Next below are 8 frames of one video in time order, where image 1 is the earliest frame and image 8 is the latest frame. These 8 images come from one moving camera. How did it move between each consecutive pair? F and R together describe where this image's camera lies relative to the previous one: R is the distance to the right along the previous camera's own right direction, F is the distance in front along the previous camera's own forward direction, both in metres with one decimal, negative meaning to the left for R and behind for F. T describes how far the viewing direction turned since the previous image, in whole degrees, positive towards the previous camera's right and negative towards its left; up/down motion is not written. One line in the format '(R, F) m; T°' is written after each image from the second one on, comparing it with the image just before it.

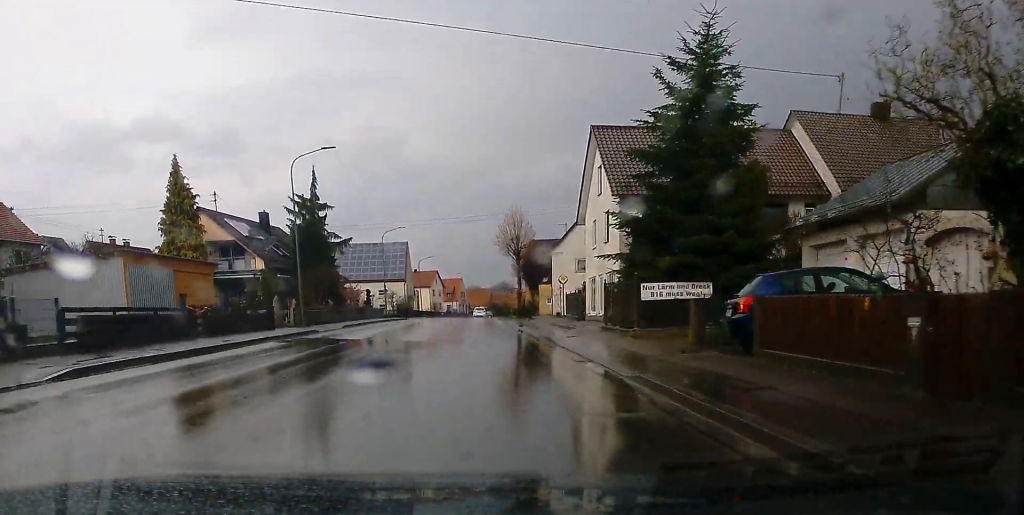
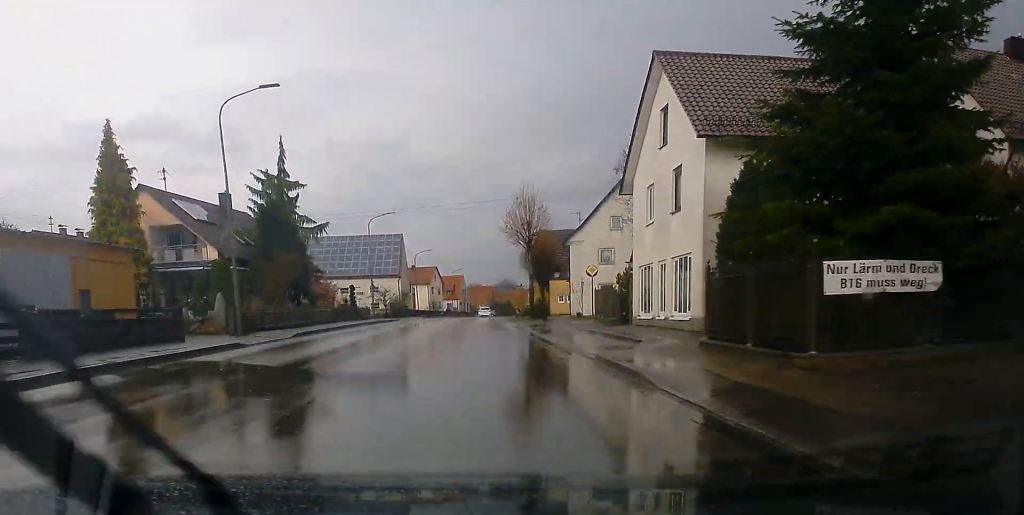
(-0.2, +11.4) m; 0°
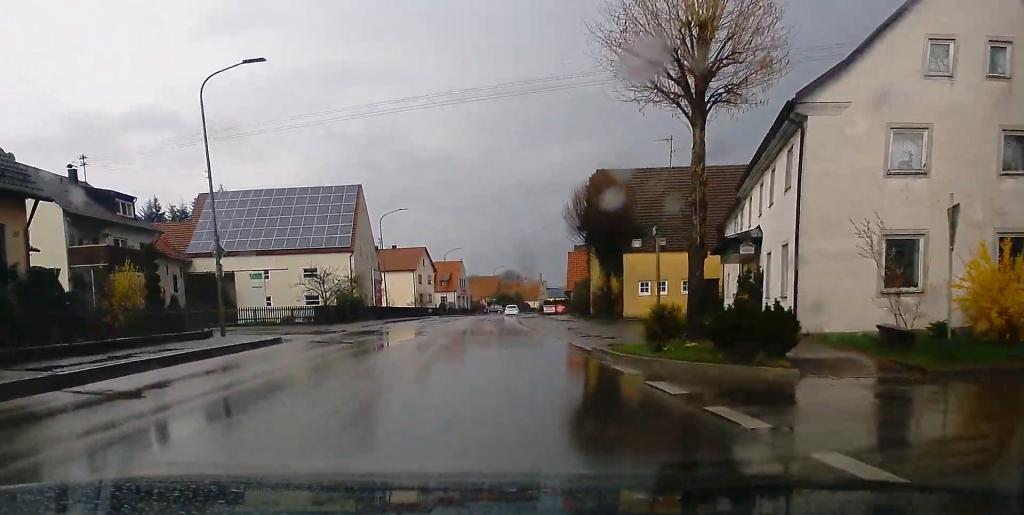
(+0.1, +43.0) m; 0°
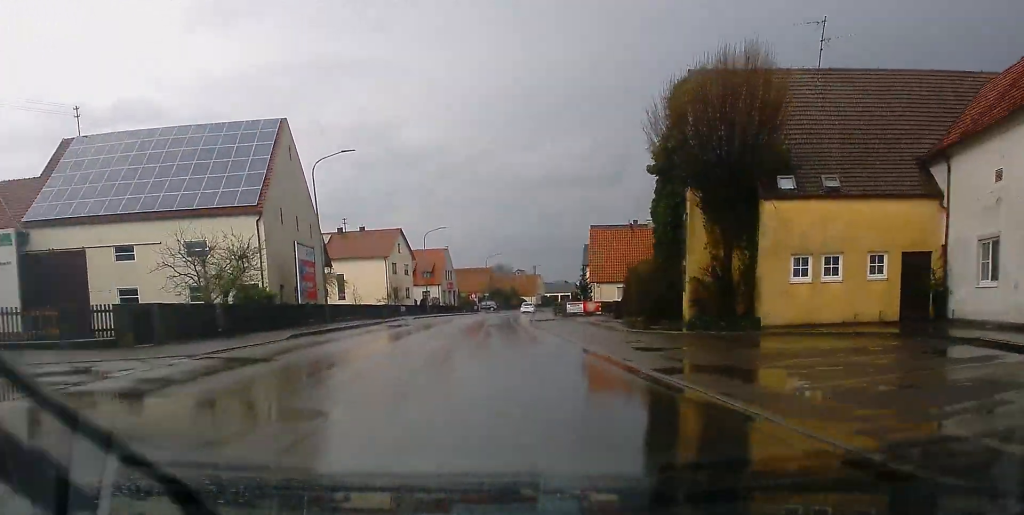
(+0.1, +24.4) m; +1°
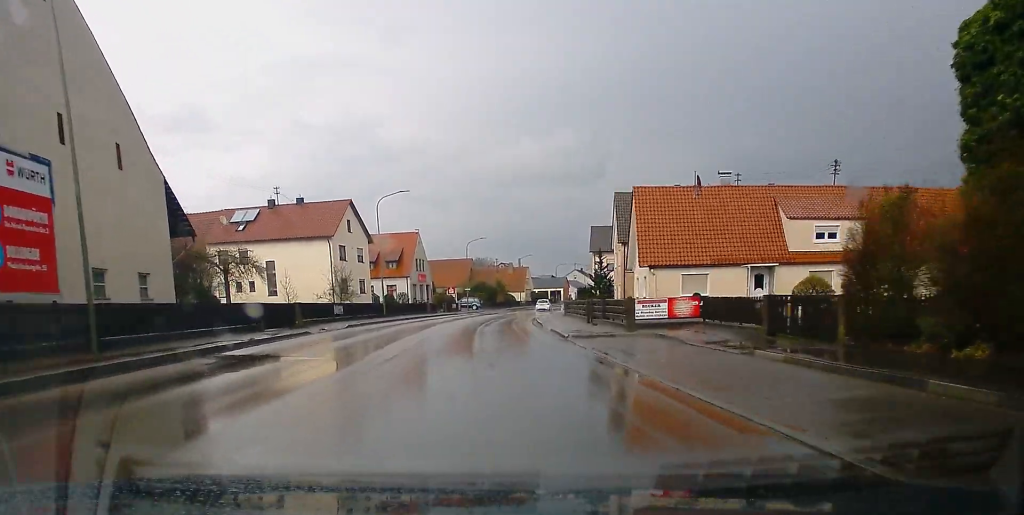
(+0.4, +25.4) m; +2°
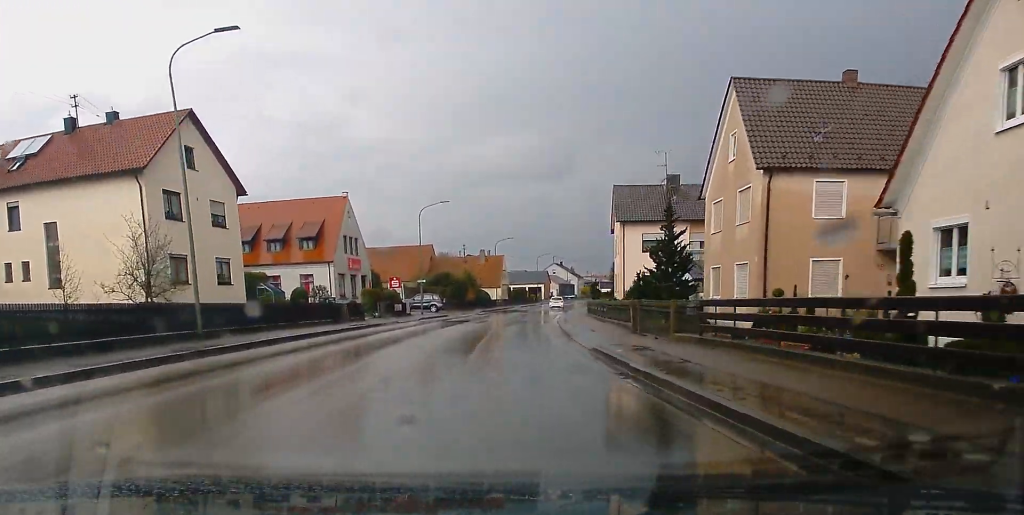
(+0.8, +33.5) m; +4°
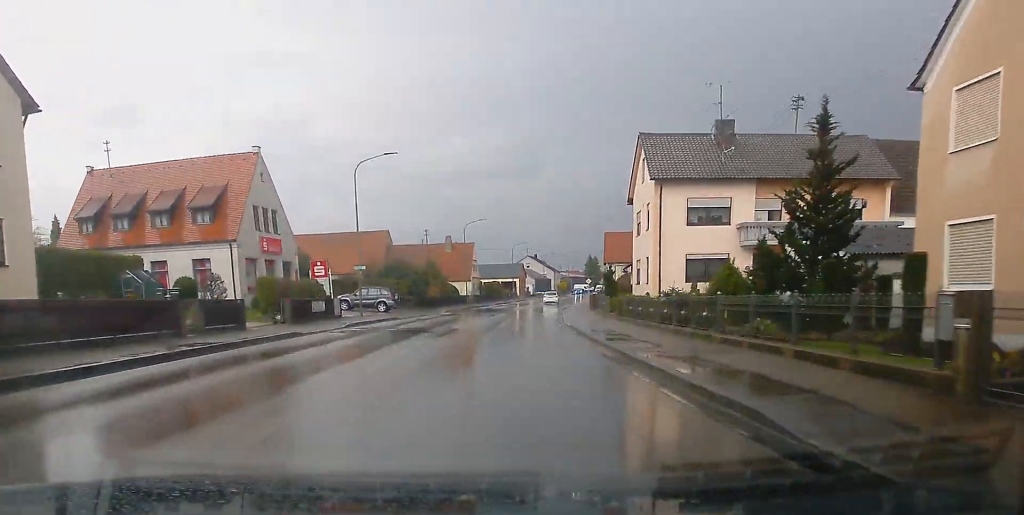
(+0.1, +18.1) m; +3°
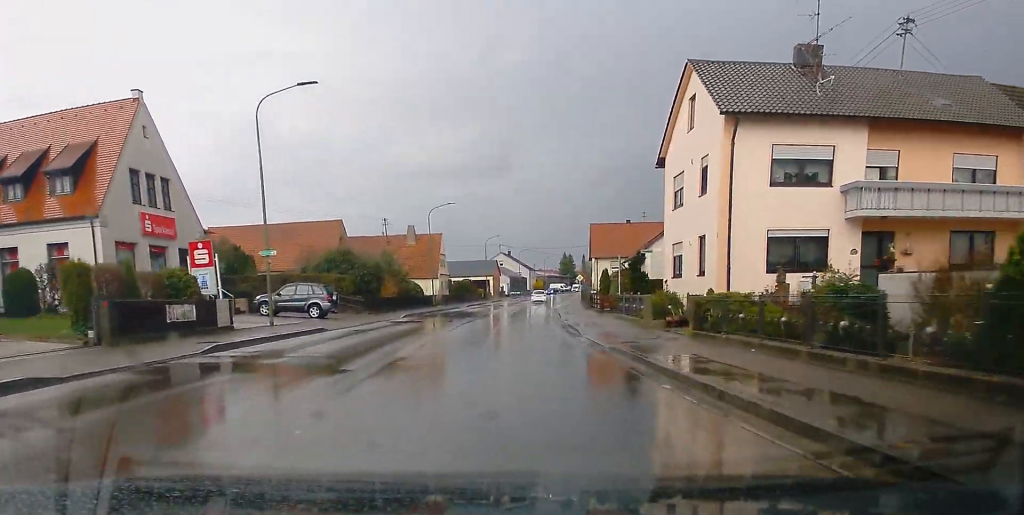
(+0.5, +12.9) m; +1°
